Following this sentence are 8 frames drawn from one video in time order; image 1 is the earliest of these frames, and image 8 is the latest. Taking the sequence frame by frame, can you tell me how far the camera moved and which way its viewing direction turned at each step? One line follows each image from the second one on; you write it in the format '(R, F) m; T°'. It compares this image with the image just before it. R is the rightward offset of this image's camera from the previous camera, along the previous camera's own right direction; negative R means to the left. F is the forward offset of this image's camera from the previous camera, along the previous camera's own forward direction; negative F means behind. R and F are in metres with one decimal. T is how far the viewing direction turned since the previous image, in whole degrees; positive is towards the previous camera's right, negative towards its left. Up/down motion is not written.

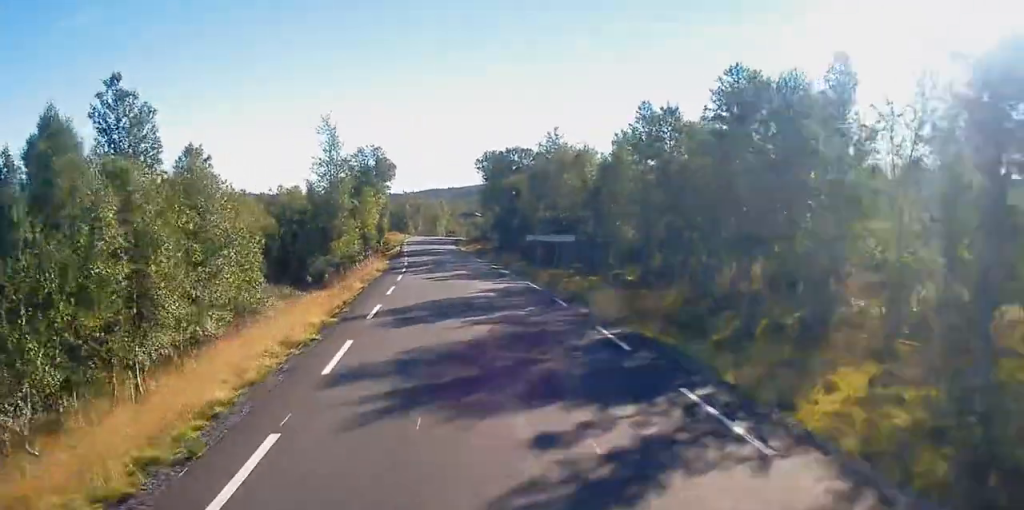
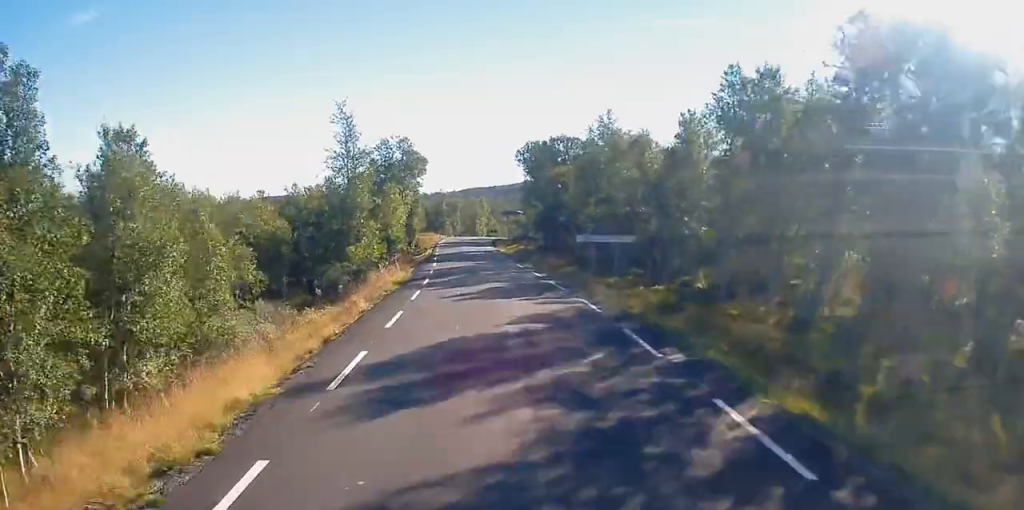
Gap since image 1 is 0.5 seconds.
(-0.3, +6.8) m; -2°
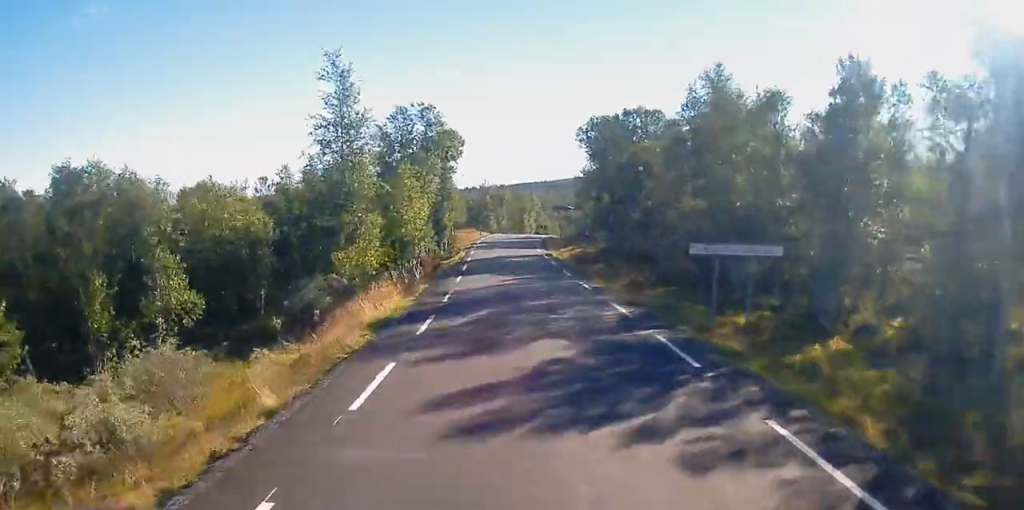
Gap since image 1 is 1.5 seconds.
(-0.3, +13.0) m; -2°
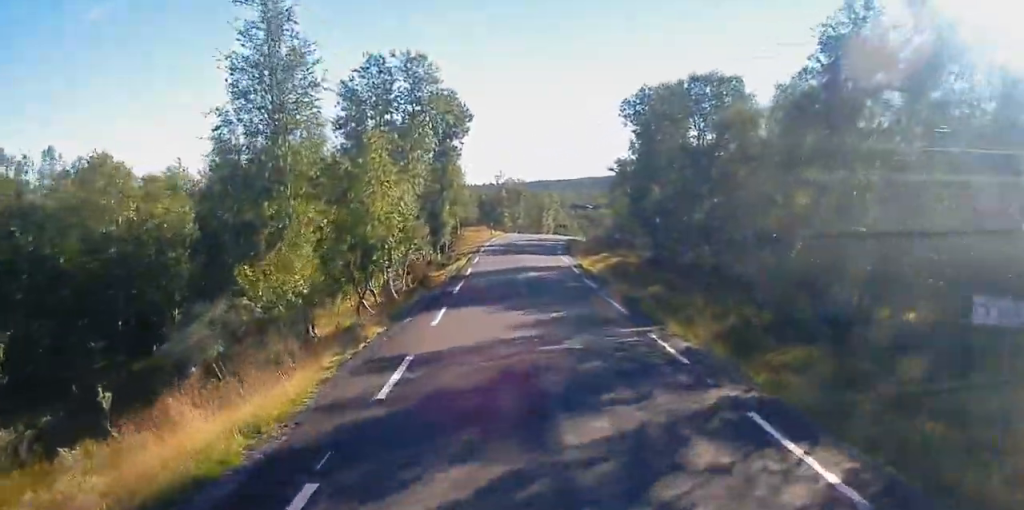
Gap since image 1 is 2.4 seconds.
(-0.1, +11.4) m; -1°
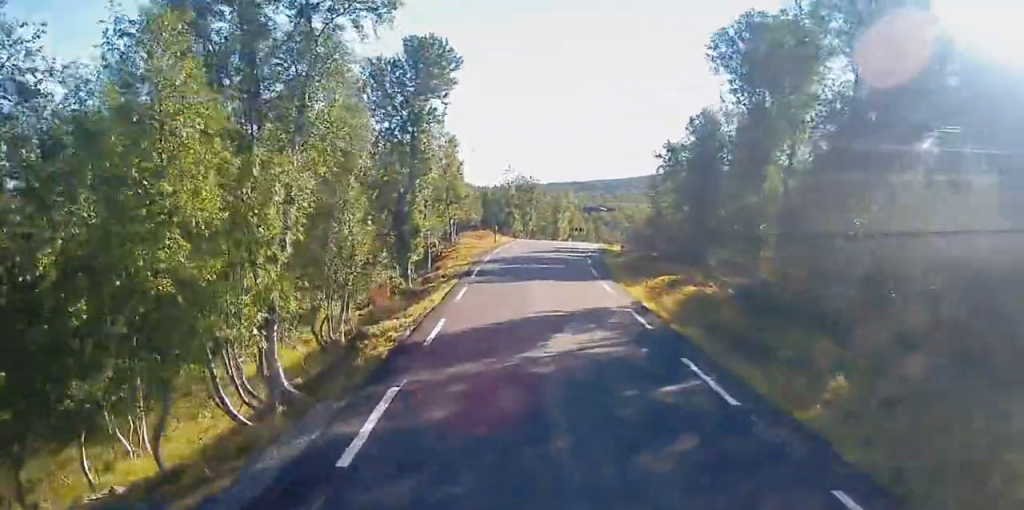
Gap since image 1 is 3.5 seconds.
(-0.2, +14.5) m; +1°
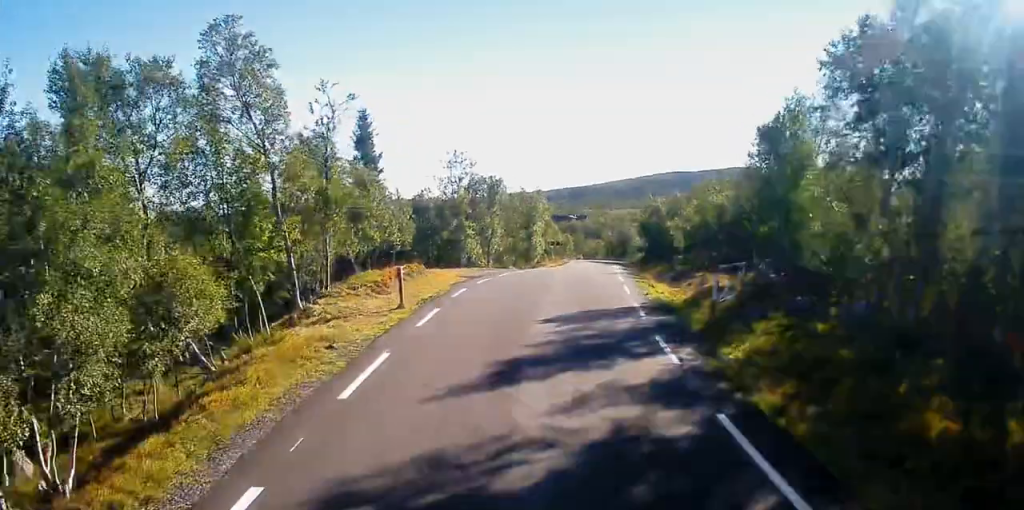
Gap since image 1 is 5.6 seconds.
(+0.7, +27.1) m; +1°
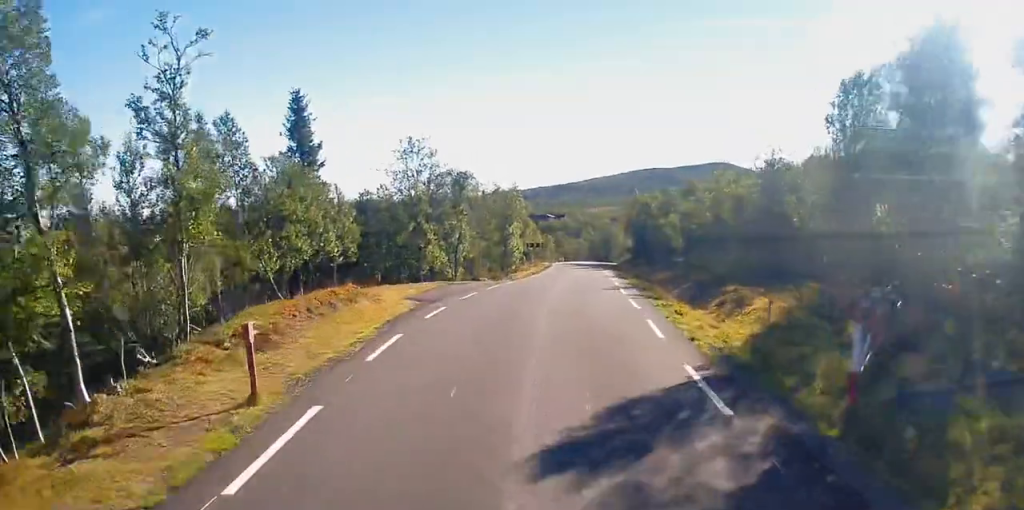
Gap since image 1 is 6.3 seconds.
(0.0, +9.0) m; +1°
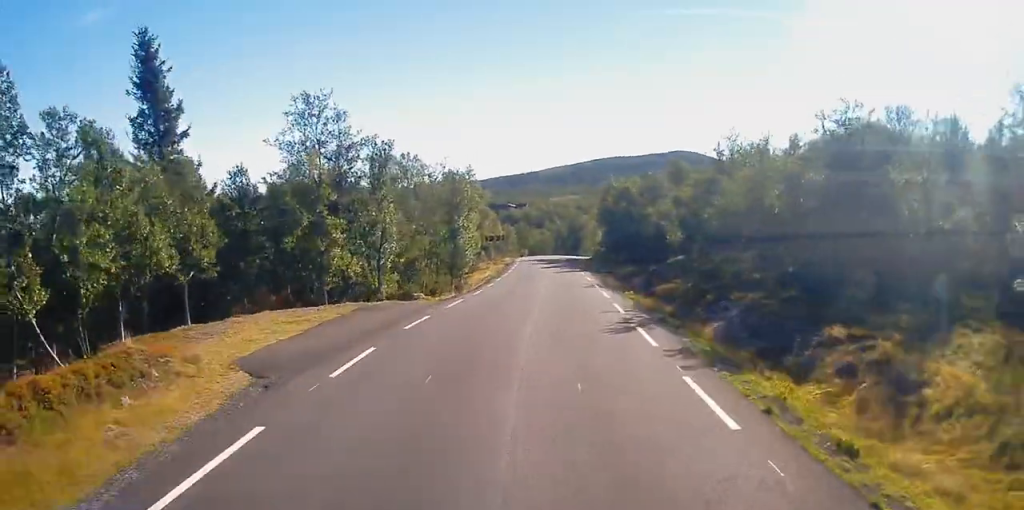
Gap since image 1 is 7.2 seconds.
(+0.2, +12.6) m; +5°
